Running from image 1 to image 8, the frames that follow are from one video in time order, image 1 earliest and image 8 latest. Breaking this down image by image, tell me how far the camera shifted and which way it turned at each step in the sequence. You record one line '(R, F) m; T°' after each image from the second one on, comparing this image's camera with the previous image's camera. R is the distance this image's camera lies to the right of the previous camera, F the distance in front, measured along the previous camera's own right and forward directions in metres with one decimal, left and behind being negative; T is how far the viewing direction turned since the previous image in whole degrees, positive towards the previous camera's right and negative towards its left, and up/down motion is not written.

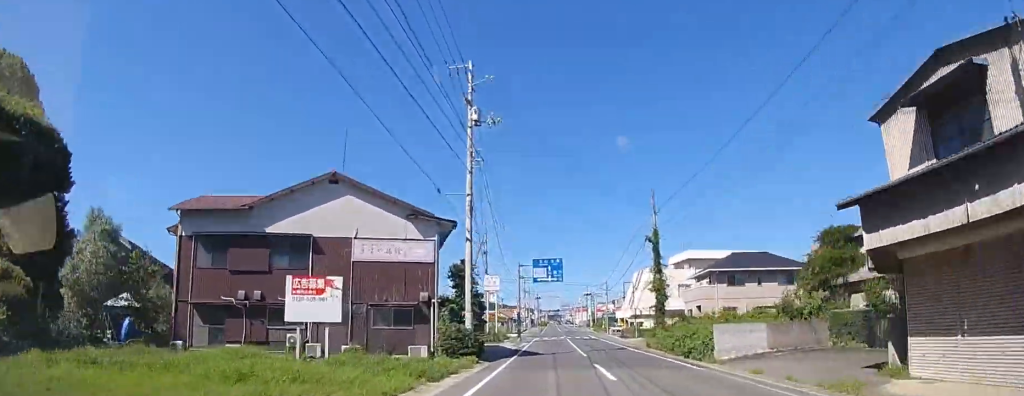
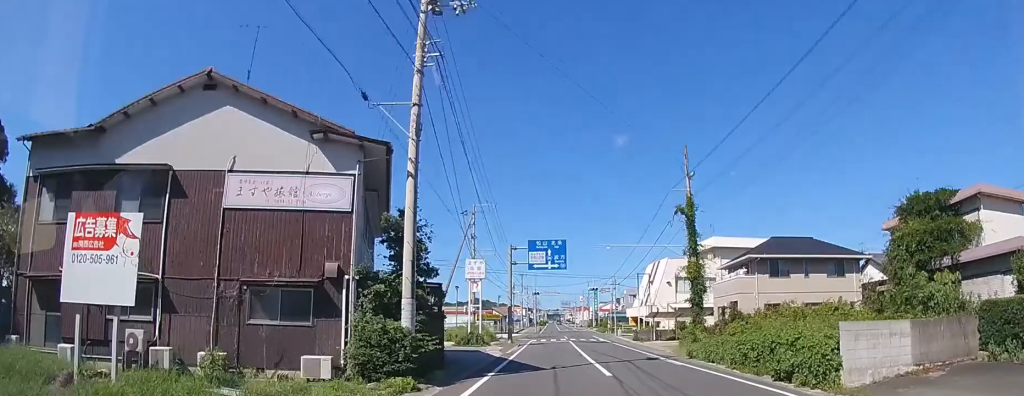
(0.0, +9.5) m; 0°
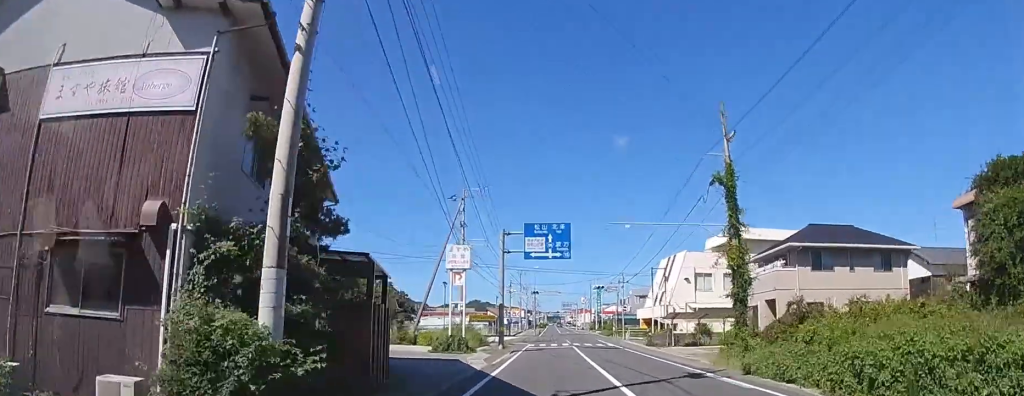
(0.0, +6.8) m; 0°
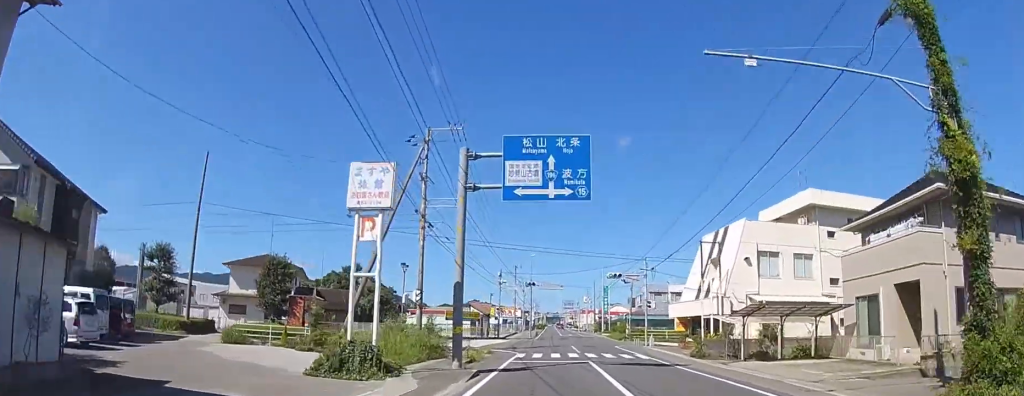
(0.0, +13.7) m; 0°
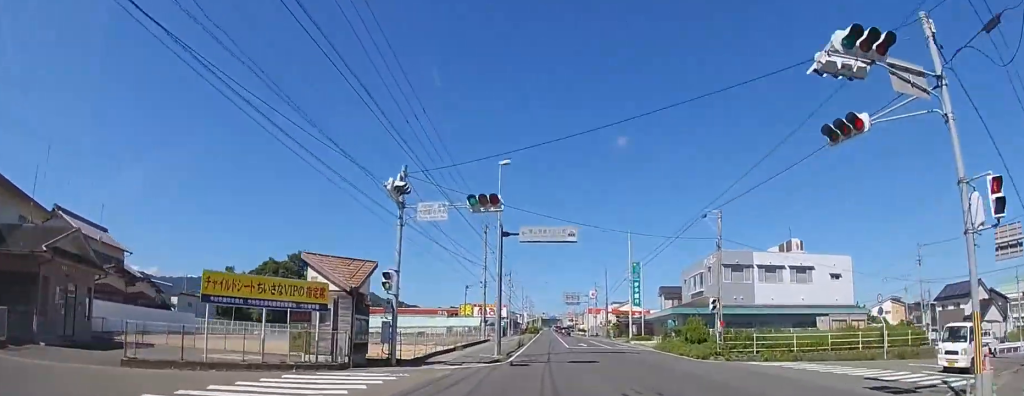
(+0.1, +34.1) m; 0°
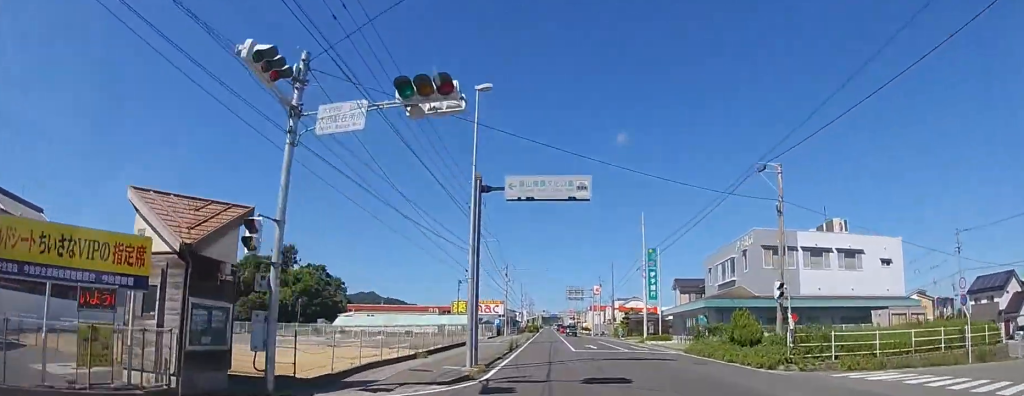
(0.0, +8.6) m; 0°
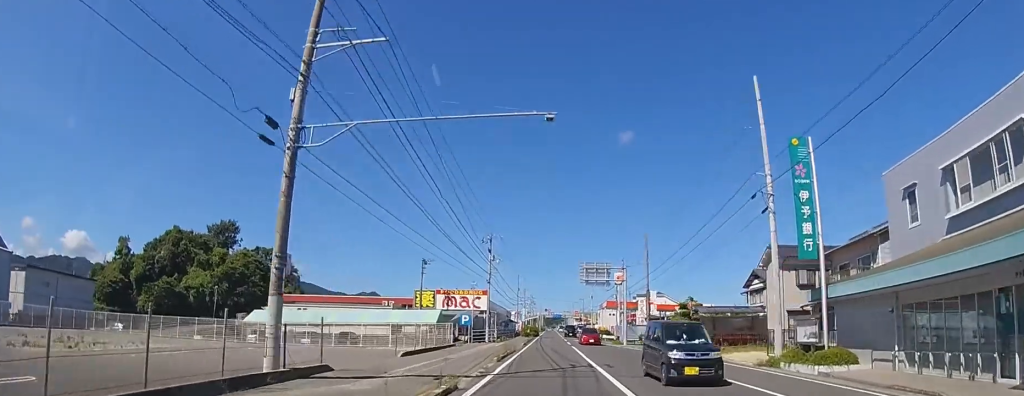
(-0.1, +27.9) m; 0°
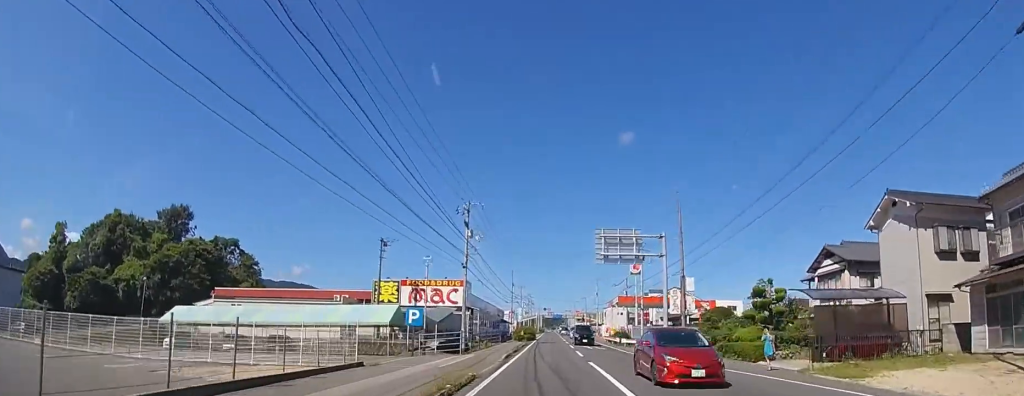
(0.0, +14.9) m; 0°
